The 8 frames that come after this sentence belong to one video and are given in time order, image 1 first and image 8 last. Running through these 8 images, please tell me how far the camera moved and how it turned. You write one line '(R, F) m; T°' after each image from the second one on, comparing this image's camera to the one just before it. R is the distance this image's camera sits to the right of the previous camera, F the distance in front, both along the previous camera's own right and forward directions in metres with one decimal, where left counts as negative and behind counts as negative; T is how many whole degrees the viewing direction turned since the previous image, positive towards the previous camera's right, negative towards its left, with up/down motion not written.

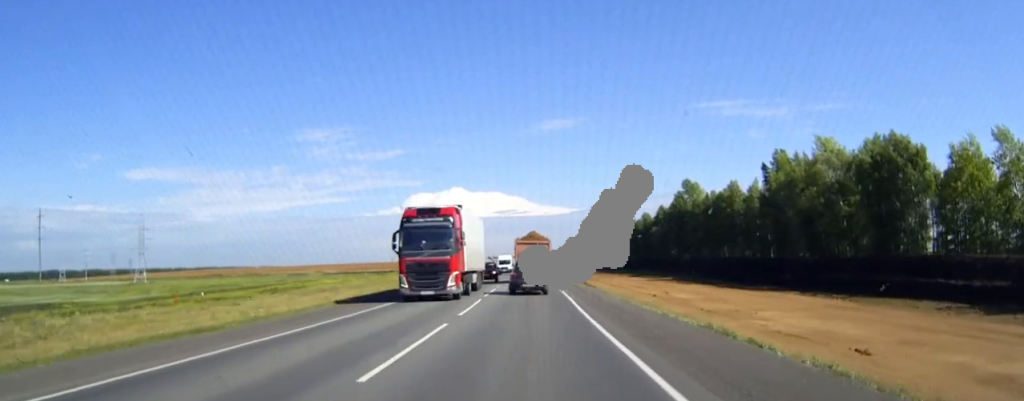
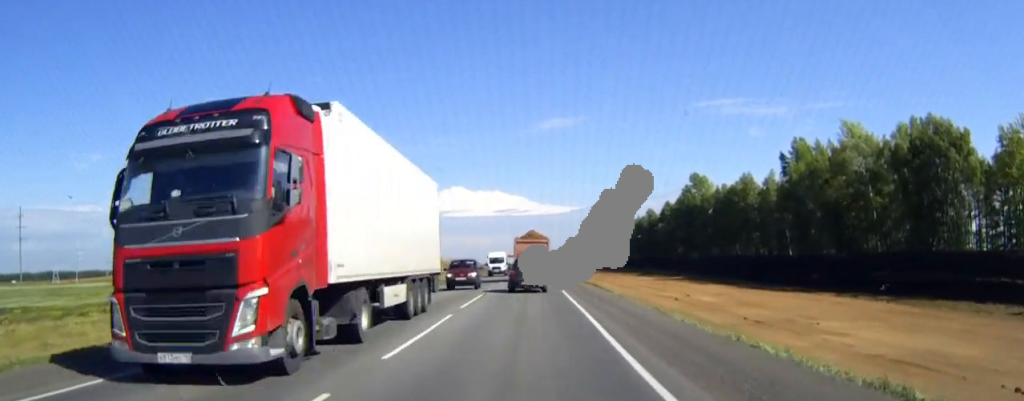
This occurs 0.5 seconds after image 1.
(0.0, +10.0) m; 0°
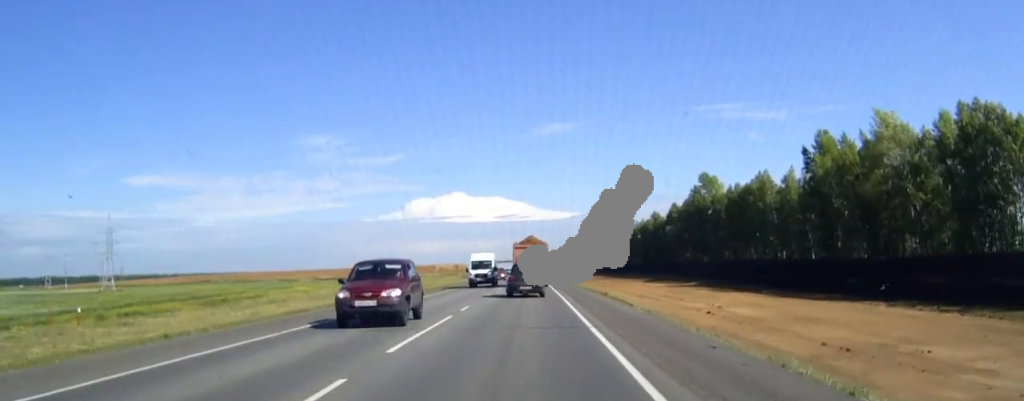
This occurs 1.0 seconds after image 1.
(0.0, +10.7) m; 0°
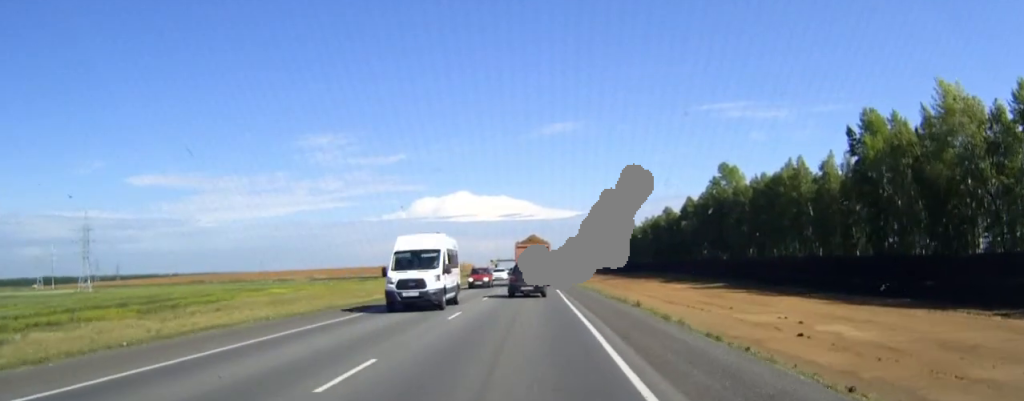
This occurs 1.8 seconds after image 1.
(0.0, +15.6) m; 0°
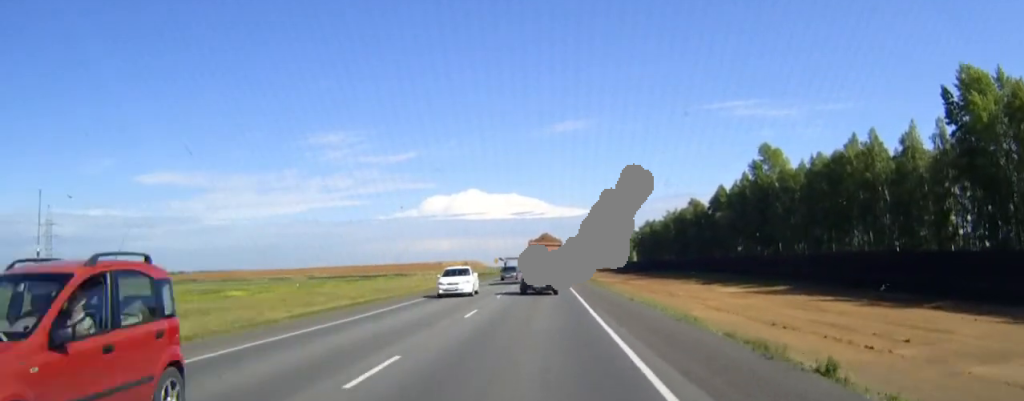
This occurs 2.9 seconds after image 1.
(-0.2, +23.5) m; -1°
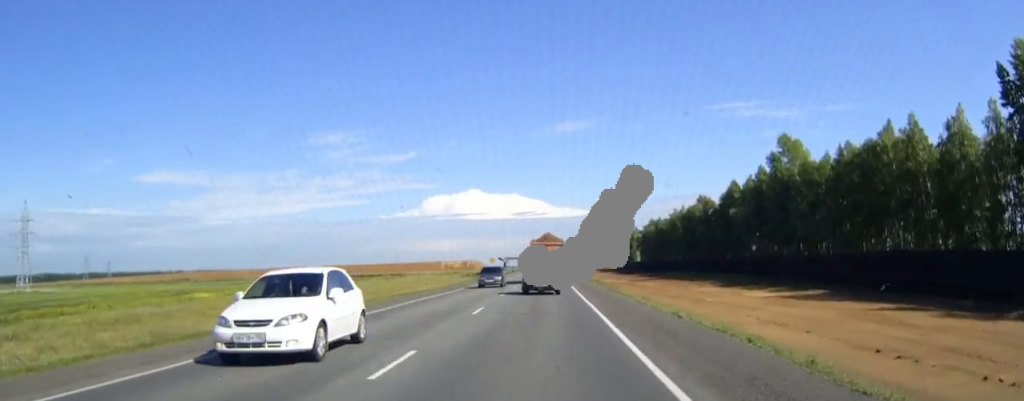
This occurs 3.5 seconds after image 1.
(0.0, +11.2) m; 0°
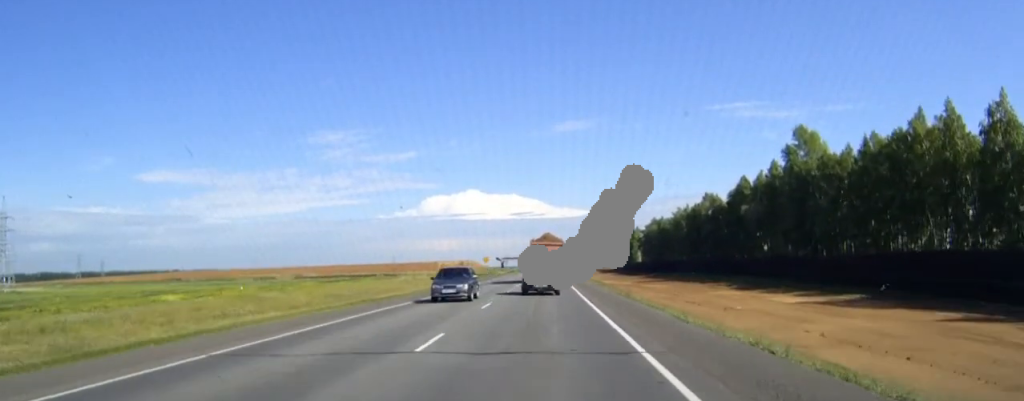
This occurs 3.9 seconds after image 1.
(0.0, +9.1) m; 0°
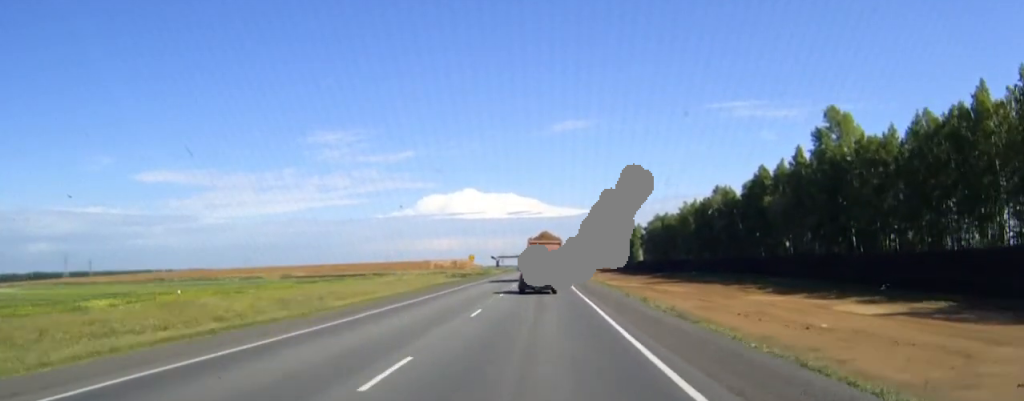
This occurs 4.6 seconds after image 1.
(0.0, +15.5) m; 0°
